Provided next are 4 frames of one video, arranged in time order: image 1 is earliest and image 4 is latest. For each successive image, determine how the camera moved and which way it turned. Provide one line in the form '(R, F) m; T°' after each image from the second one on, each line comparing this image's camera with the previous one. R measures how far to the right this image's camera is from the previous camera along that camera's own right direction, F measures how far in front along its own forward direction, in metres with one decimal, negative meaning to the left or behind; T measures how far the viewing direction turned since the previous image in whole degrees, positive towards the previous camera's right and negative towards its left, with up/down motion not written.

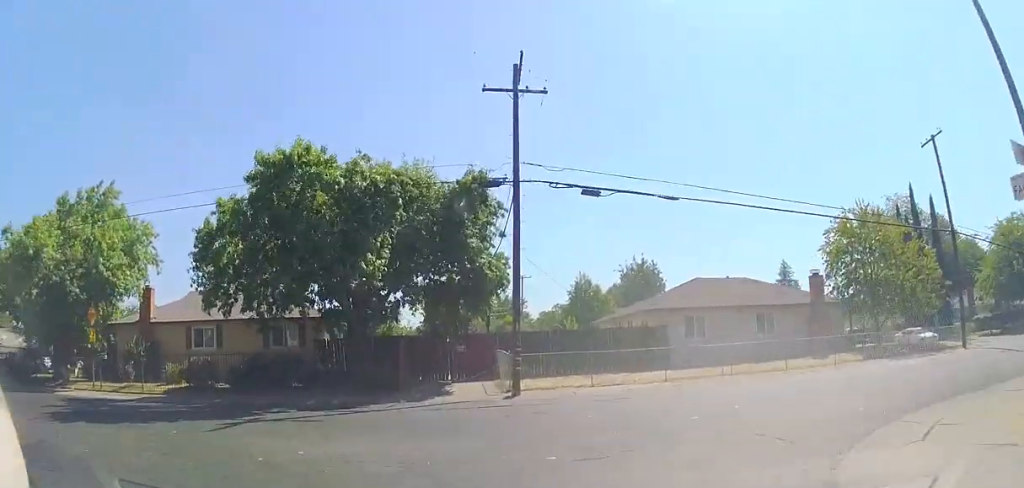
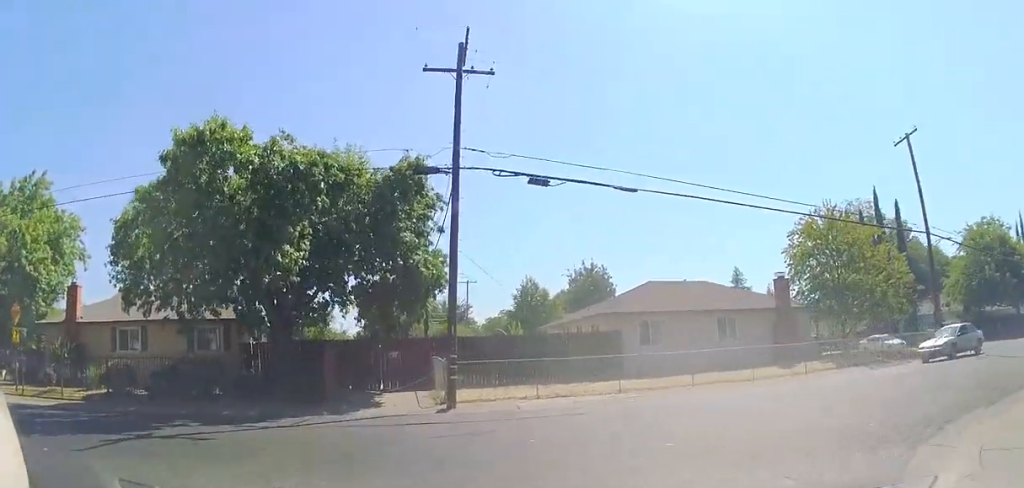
(+0.4, +3.3) m; +12°
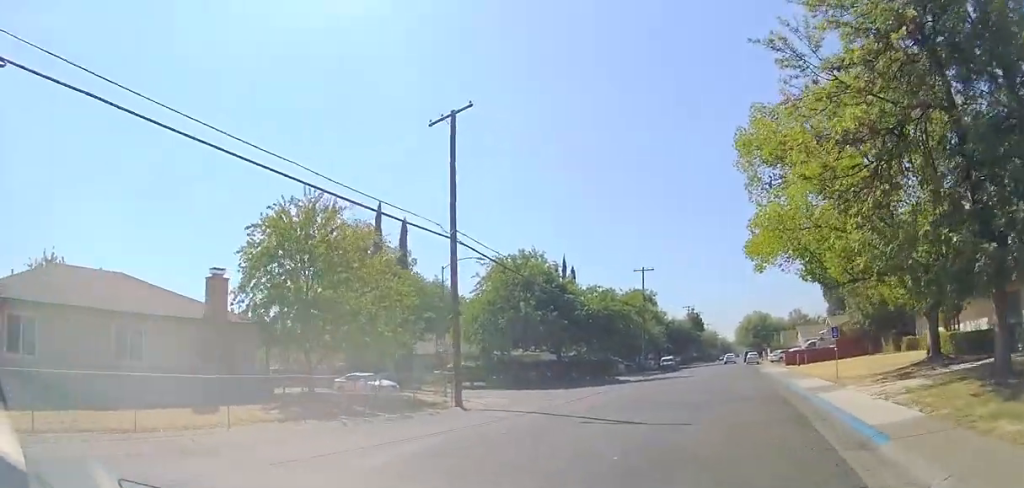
(+4.6, +9.9) m; +42°
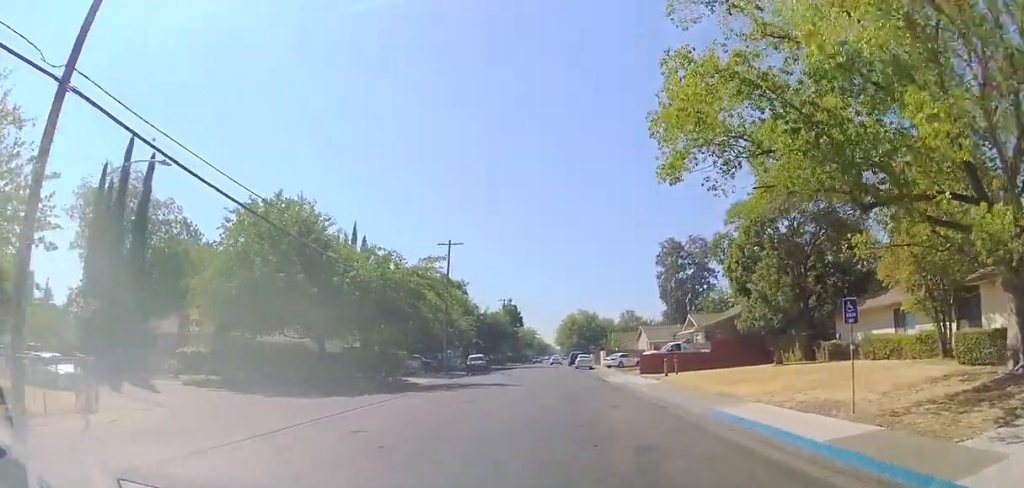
(+1.8, +11.4) m; +13°
